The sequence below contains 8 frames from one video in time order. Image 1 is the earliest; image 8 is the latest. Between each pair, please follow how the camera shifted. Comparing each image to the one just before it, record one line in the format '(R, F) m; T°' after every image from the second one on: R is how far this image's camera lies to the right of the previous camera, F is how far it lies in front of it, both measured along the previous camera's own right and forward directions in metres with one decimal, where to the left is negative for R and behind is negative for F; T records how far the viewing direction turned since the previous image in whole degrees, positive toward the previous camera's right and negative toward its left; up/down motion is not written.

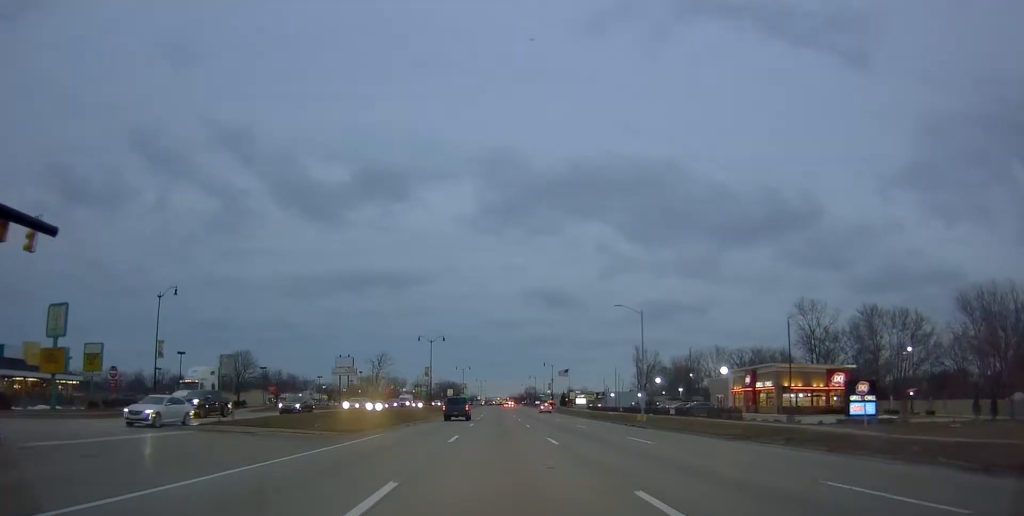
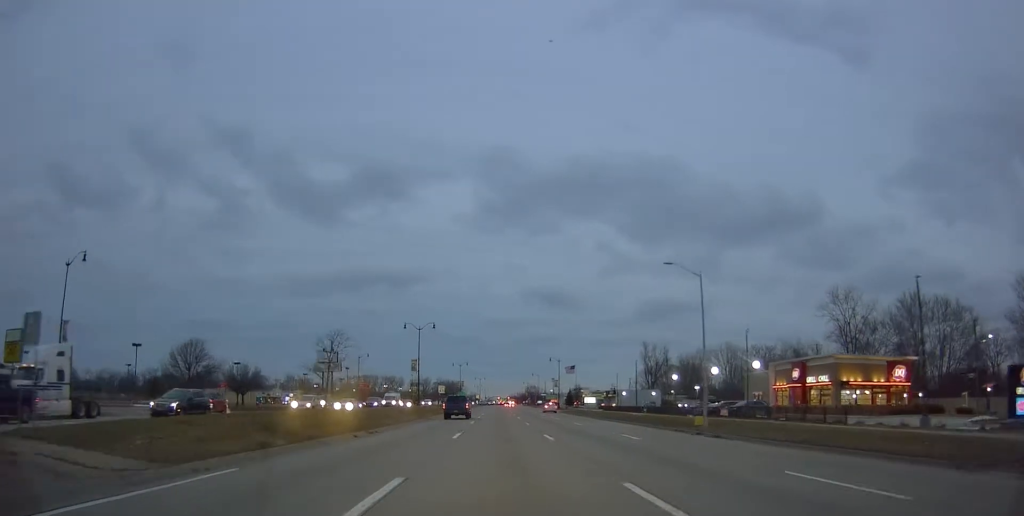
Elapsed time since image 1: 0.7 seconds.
(-0.3, +14.2) m; 0°
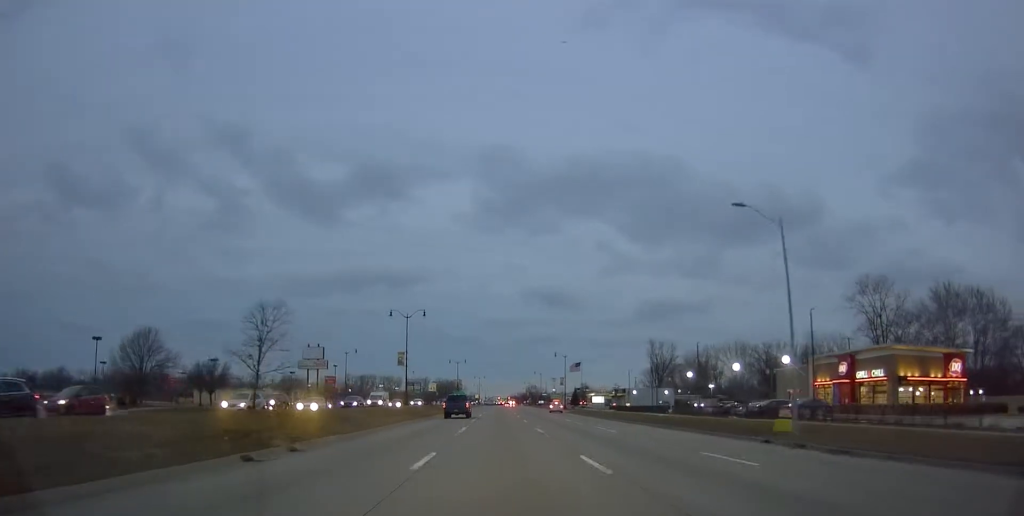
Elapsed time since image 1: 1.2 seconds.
(-0.1, +10.6) m; 0°
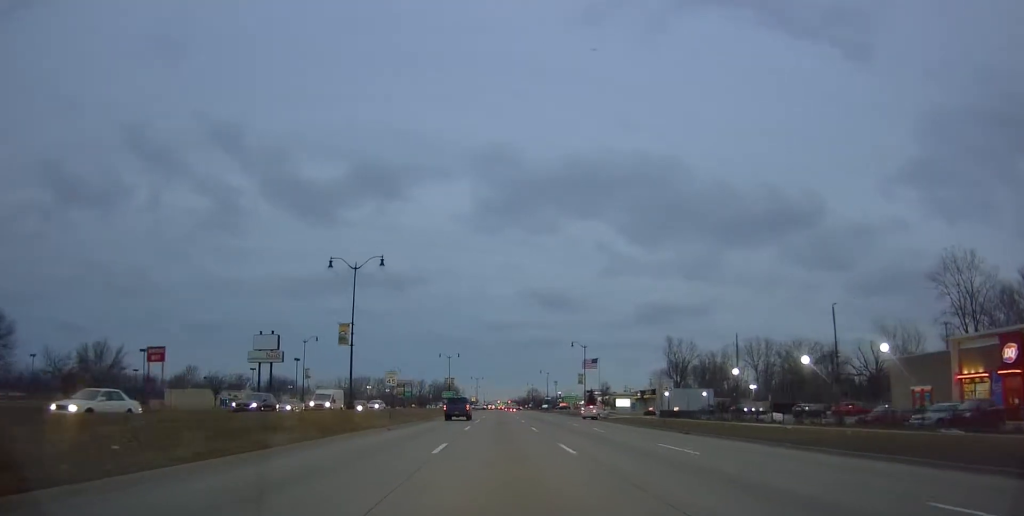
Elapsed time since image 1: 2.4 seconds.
(0.0, +25.0) m; -1°
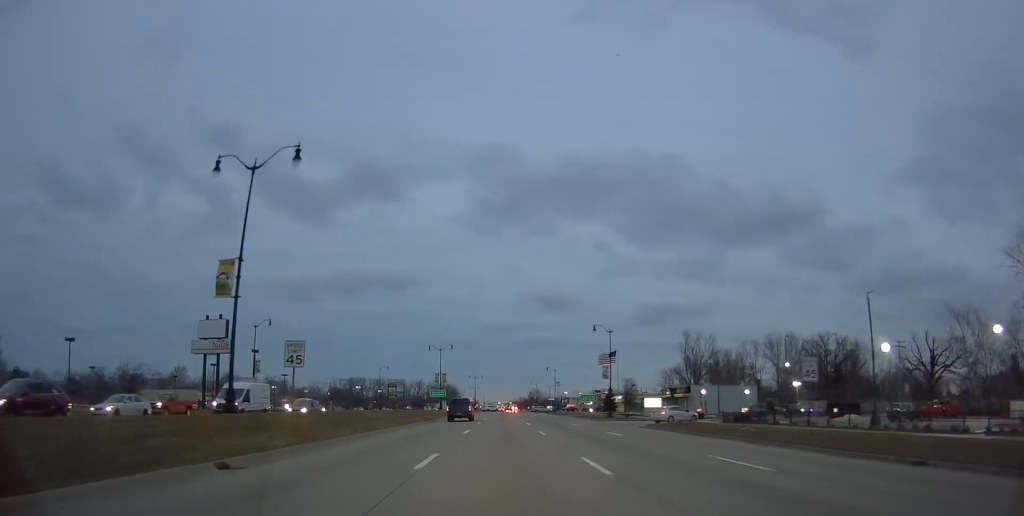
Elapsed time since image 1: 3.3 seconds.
(-0.3, +19.1) m; 0°
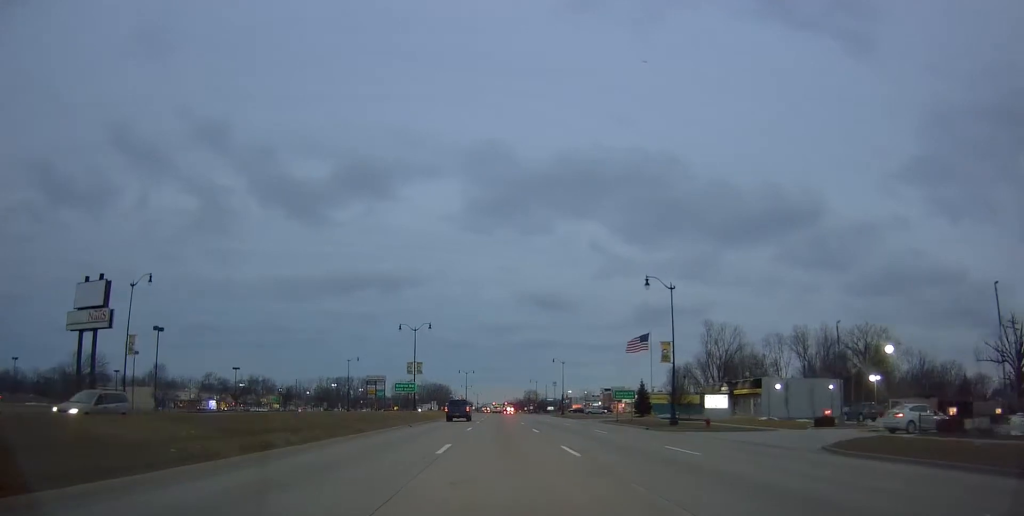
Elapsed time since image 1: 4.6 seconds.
(+0.4, +26.1) m; +1°
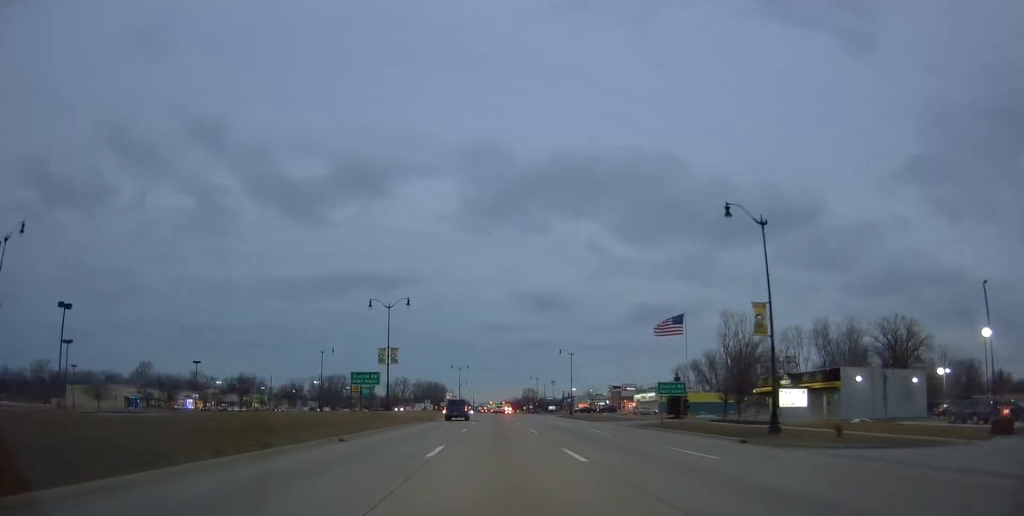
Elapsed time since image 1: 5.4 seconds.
(0.0, +16.3) m; +1°
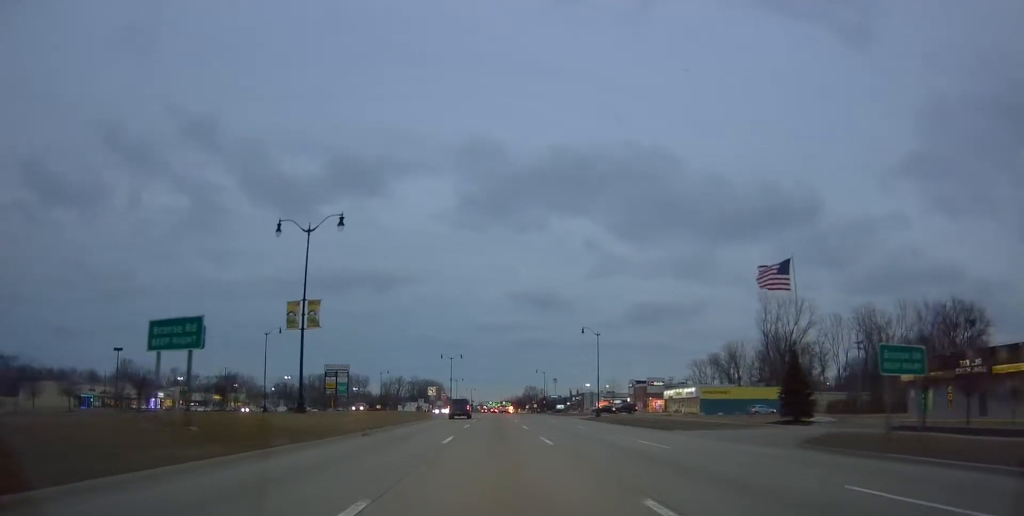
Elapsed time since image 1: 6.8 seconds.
(+0.3, +25.7) m; +1°
